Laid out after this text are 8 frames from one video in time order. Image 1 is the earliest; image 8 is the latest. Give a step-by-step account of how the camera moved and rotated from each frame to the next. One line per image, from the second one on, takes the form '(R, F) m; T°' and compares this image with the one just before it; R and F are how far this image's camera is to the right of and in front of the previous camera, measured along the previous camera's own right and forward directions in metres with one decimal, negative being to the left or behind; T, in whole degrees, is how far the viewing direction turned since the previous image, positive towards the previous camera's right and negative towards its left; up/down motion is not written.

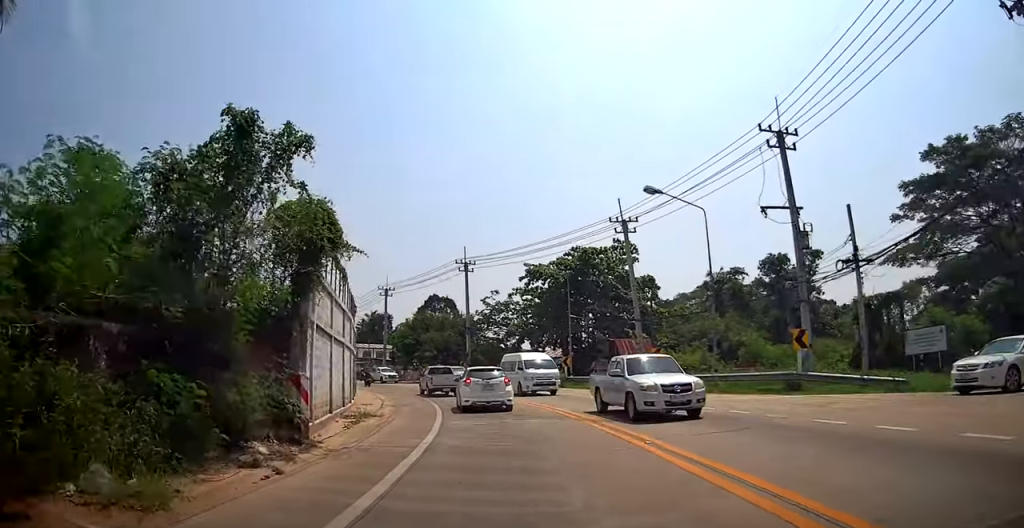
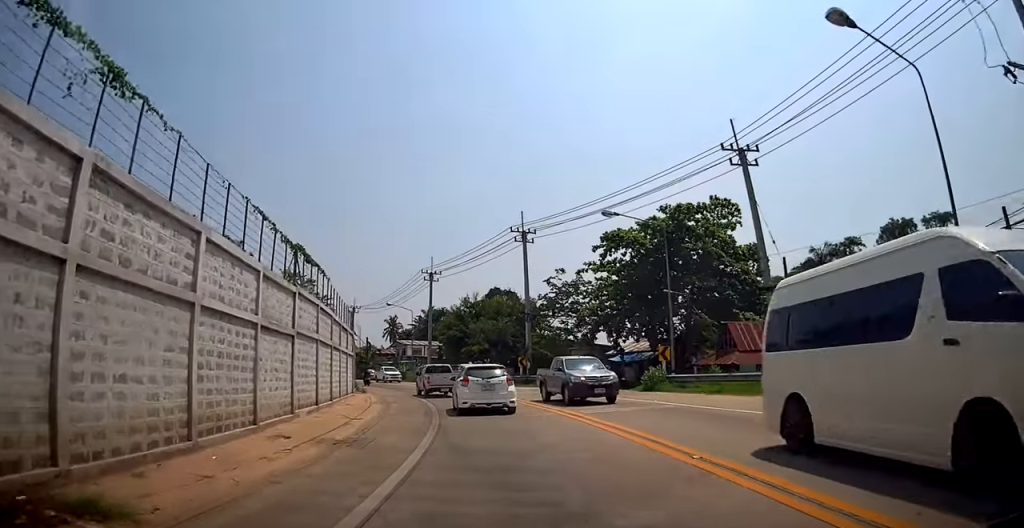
(-0.7, +14.4) m; -5°
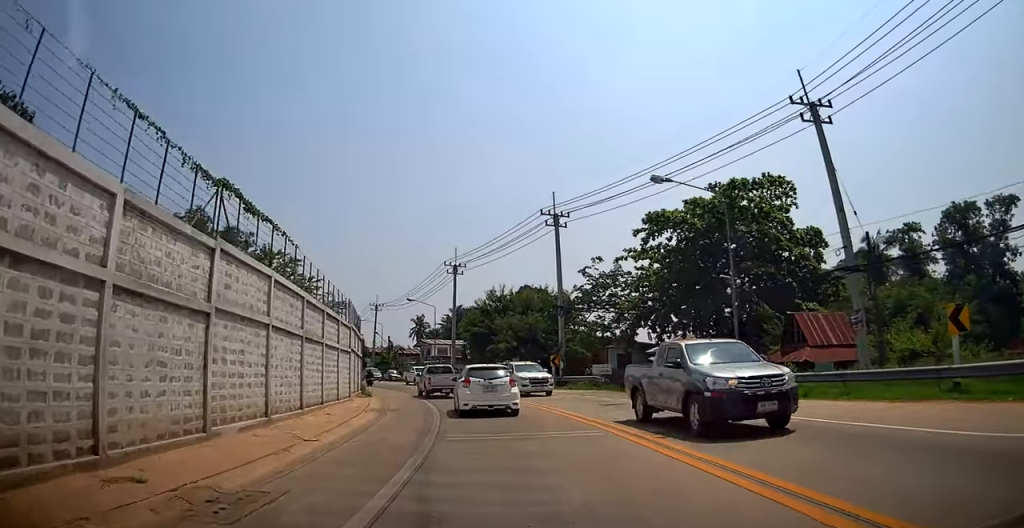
(+0.1, +6.1) m; -2°
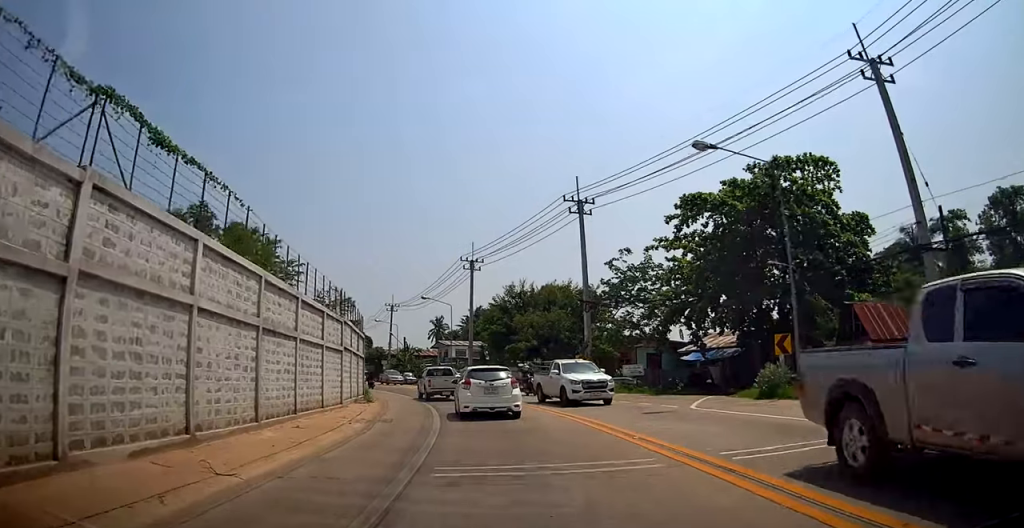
(-0.3, +4.3) m; -1°
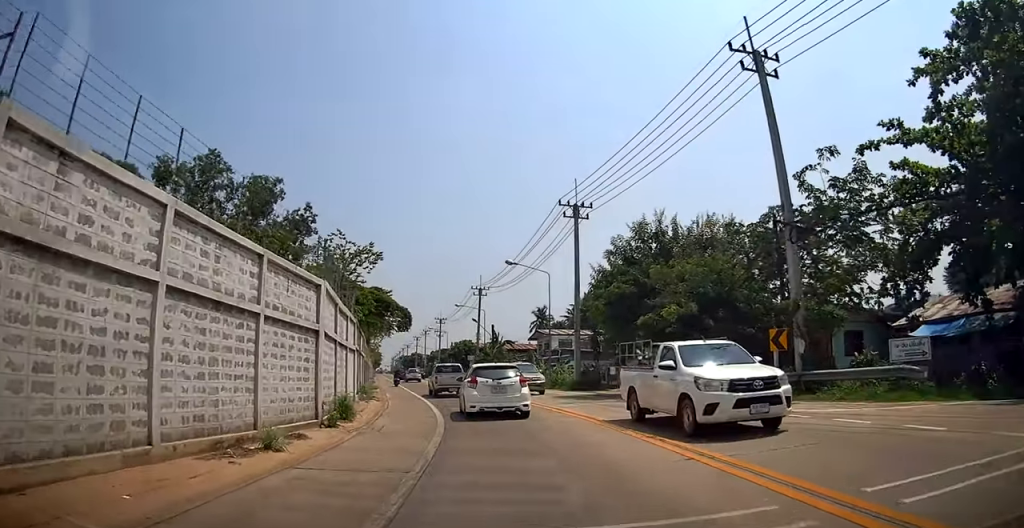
(-1.2, +20.1) m; -11°
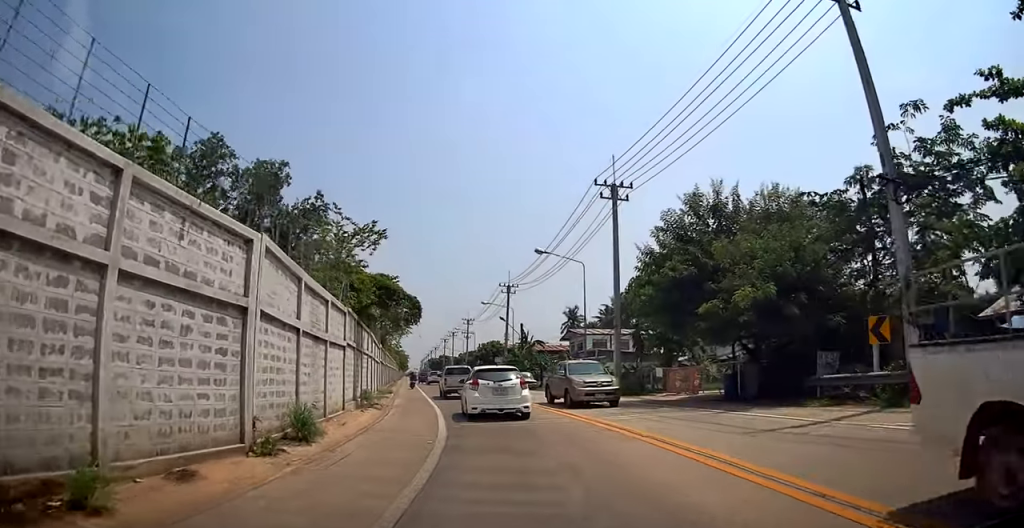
(-0.2, +5.3) m; -6°
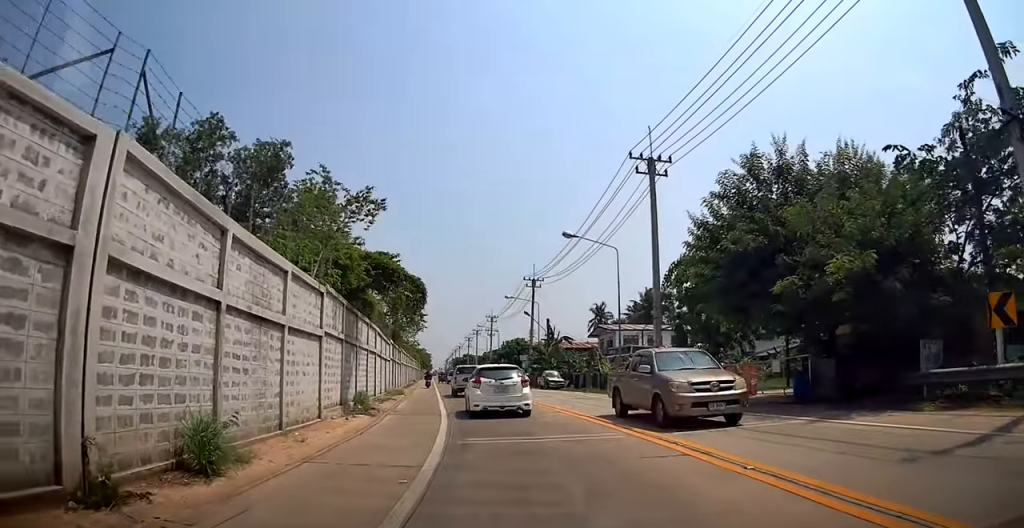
(-0.4, +4.5) m; -3°
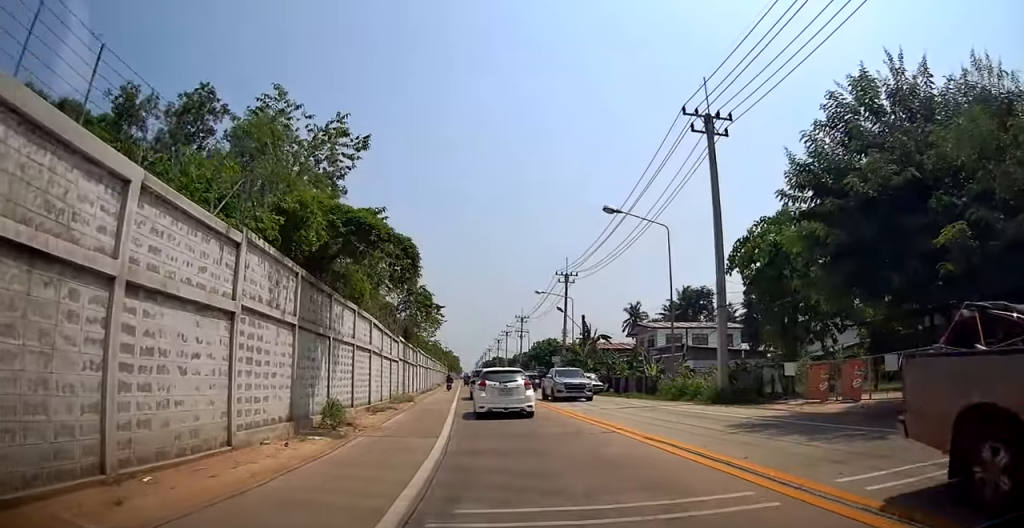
(-0.2, +6.0) m; -4°
